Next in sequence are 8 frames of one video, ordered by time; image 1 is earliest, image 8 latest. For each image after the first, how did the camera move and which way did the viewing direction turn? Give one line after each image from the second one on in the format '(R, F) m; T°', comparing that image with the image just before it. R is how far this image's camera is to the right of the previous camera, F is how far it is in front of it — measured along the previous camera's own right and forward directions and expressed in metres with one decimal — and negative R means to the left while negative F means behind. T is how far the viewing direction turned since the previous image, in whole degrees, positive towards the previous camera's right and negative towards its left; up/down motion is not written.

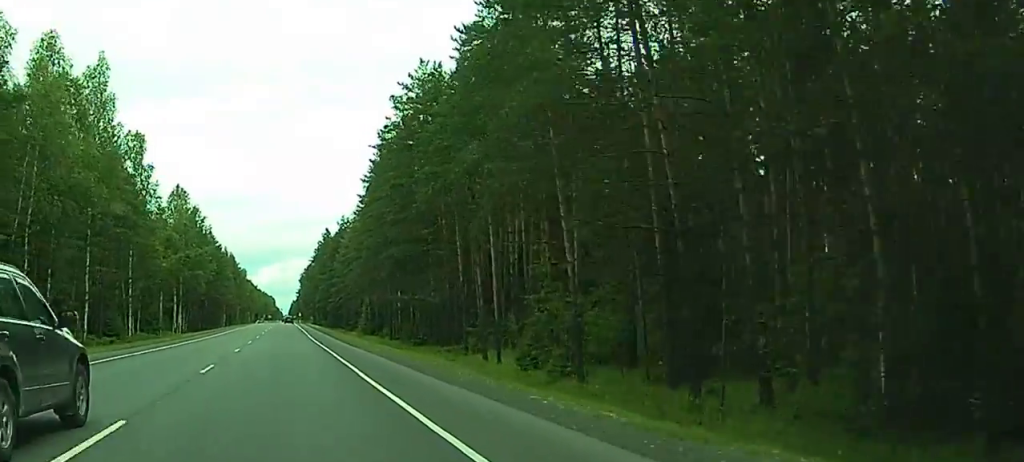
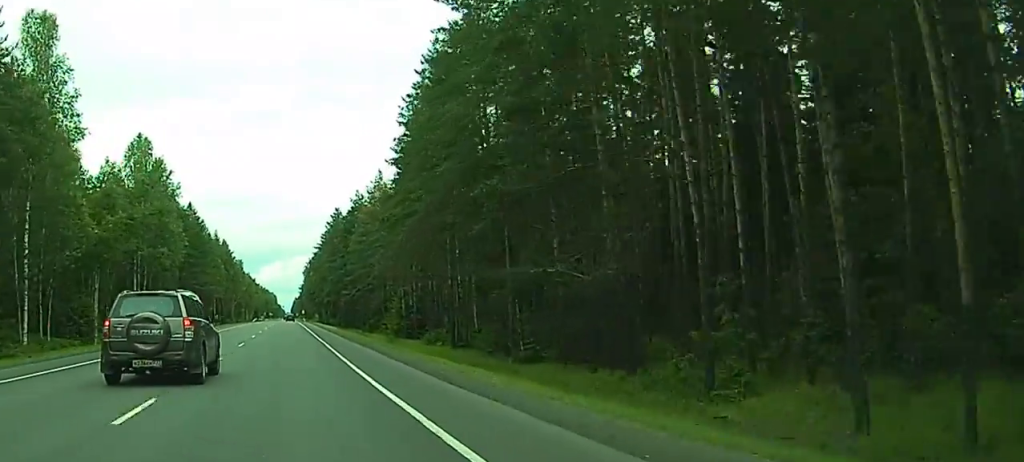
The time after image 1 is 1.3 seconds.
(+1.5, +35.3) m; +2°
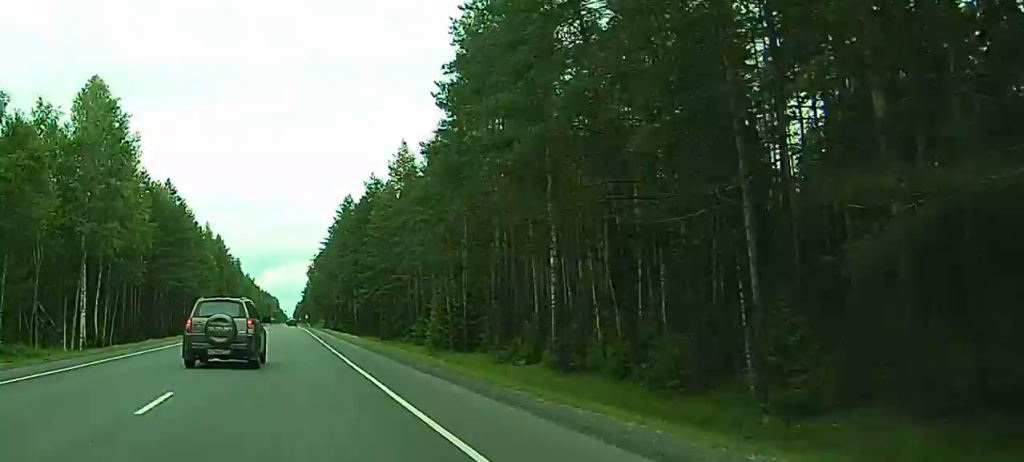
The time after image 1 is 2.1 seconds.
(-0.2, +24.2) m; -1°
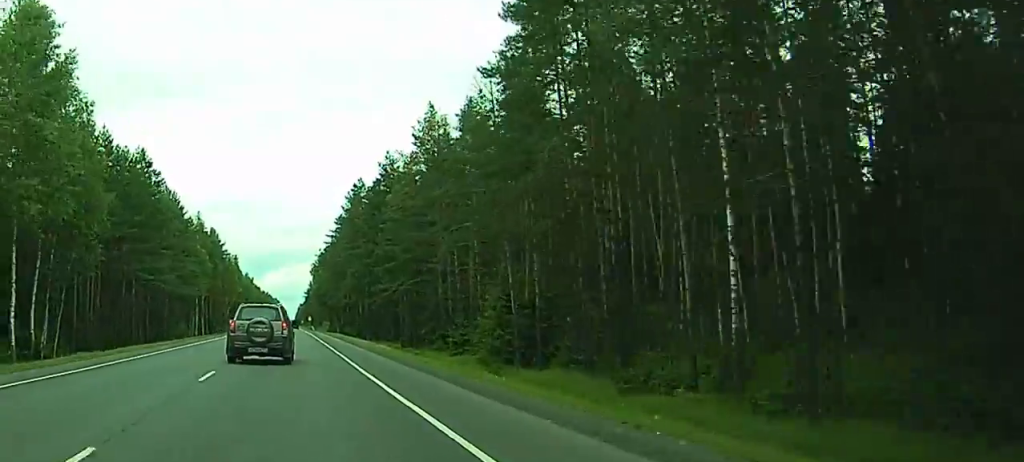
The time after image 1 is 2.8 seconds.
(-0.1, +18.6) m; 0°
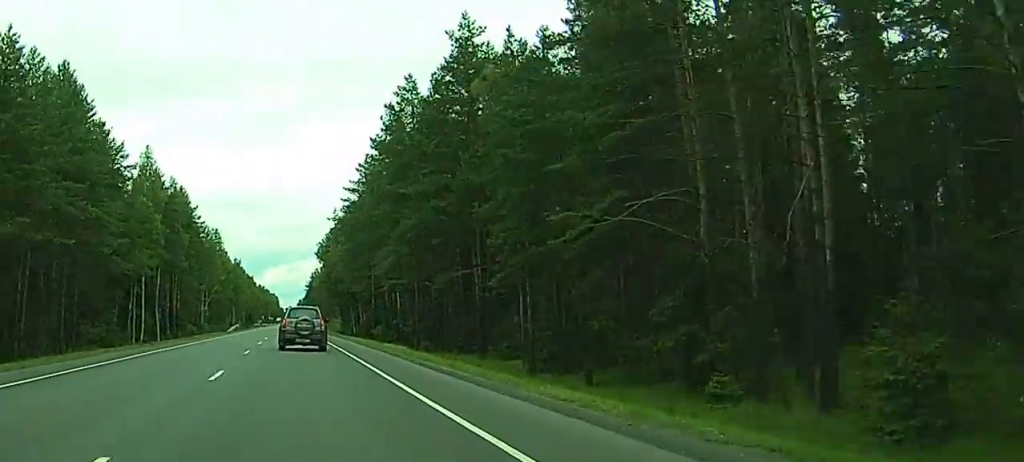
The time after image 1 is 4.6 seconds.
(-0.4, +51.4) m; 0°
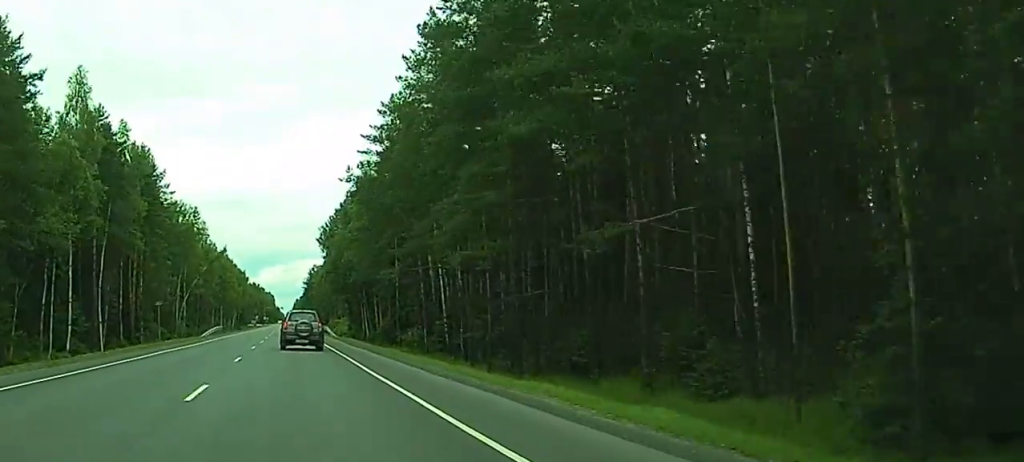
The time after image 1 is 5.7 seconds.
(+0.2, +29.0) m; 0°
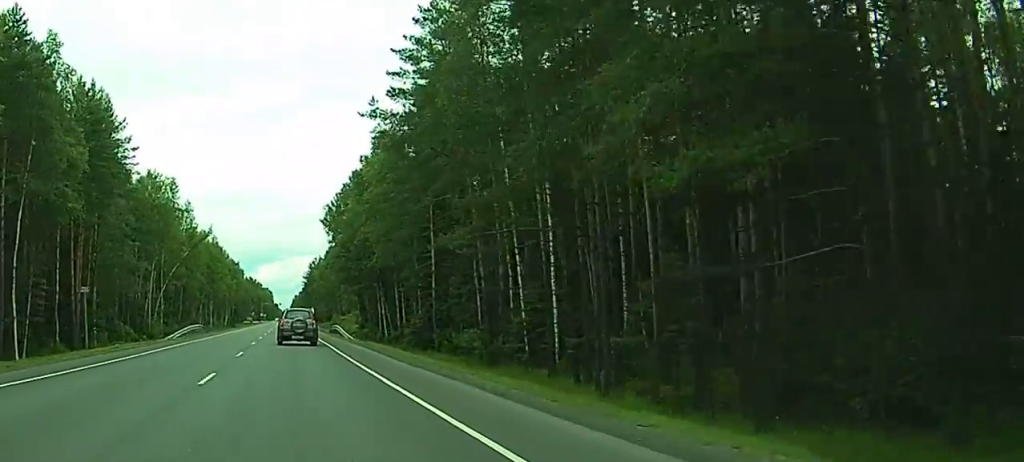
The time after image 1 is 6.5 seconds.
(-0.2, +22.4) m; -1°
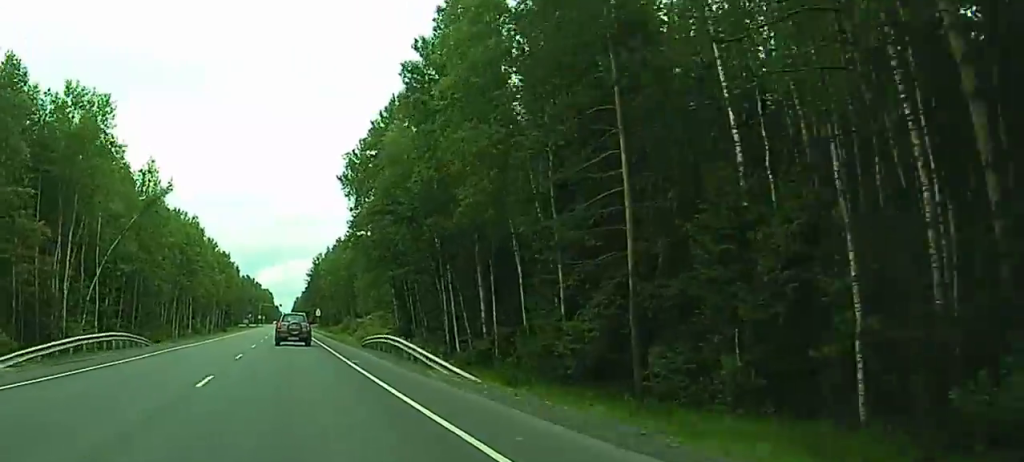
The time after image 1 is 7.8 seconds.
(-0.1, +37.5) m; 0°
